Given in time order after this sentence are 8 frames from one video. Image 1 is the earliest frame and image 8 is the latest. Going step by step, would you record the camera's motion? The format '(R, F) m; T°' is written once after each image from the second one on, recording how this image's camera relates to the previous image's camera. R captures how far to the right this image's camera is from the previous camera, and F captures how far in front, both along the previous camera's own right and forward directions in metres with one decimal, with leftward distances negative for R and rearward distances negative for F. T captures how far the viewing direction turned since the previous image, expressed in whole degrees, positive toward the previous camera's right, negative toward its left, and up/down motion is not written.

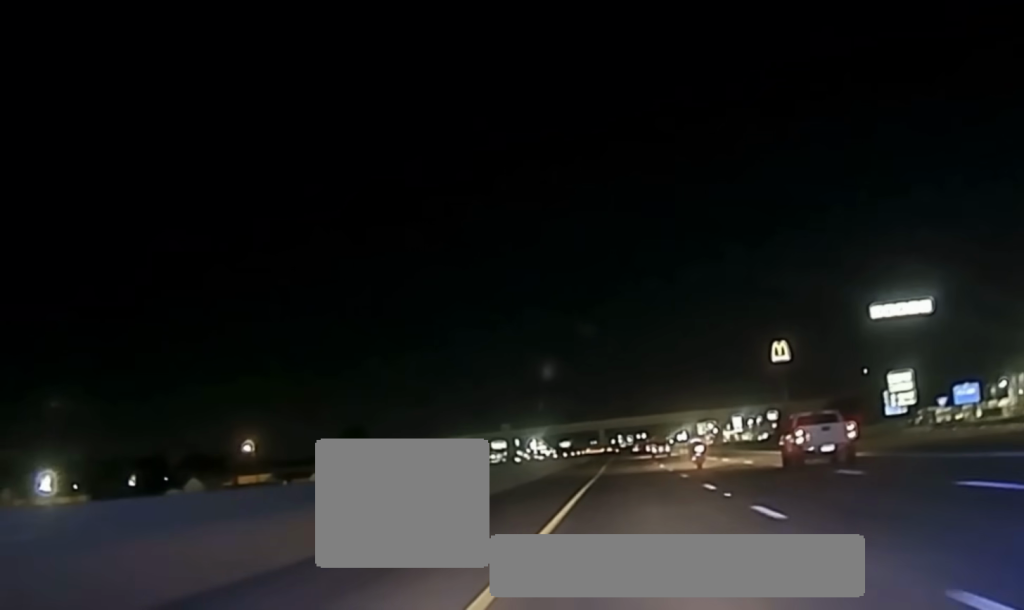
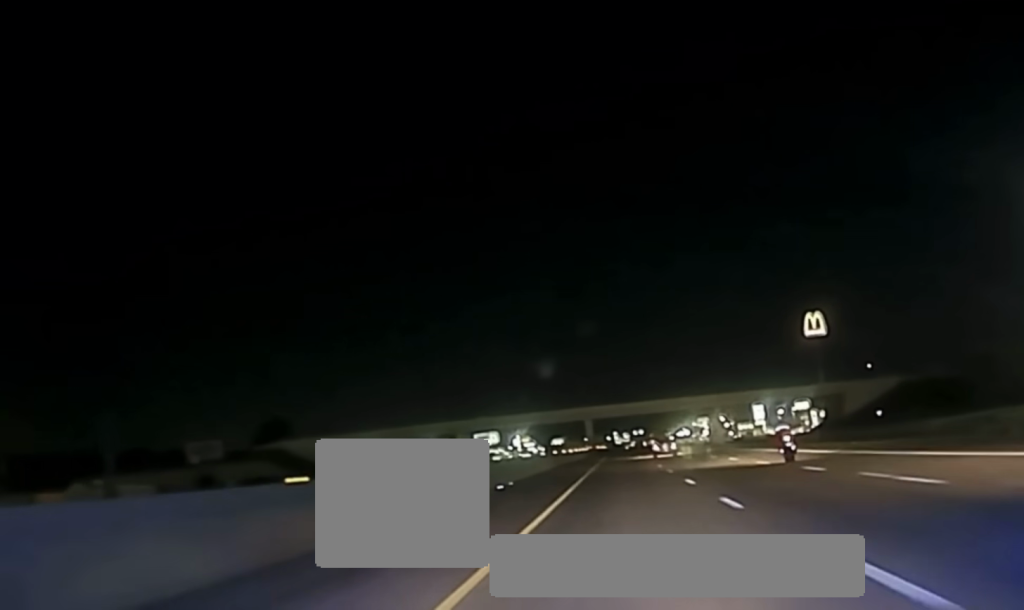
(+0.4, +79.4) m; 0°
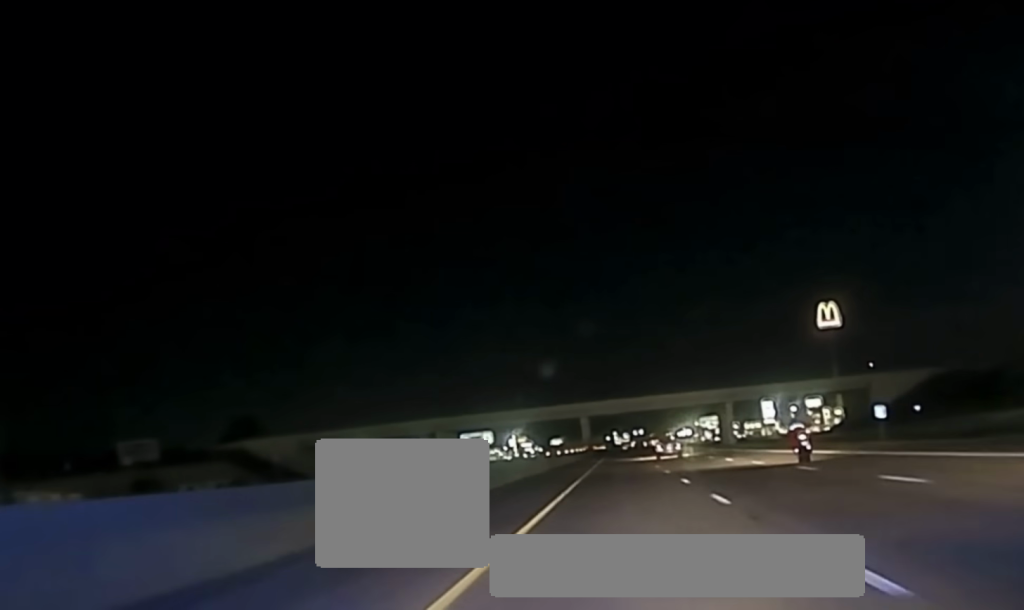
(0.0, +24.0) m; 0°
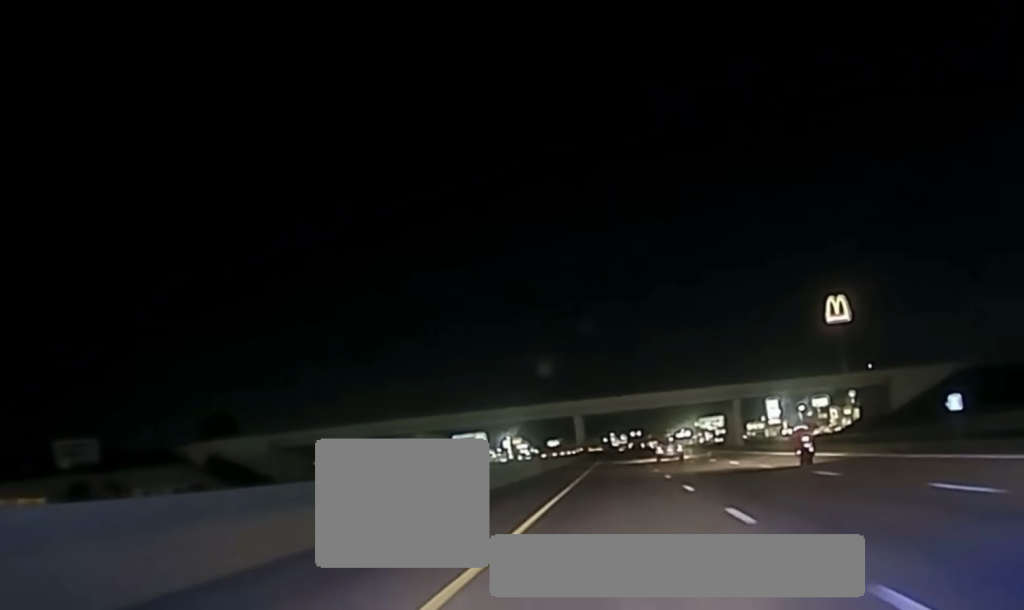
(-0.1, +17.7) m; 0°
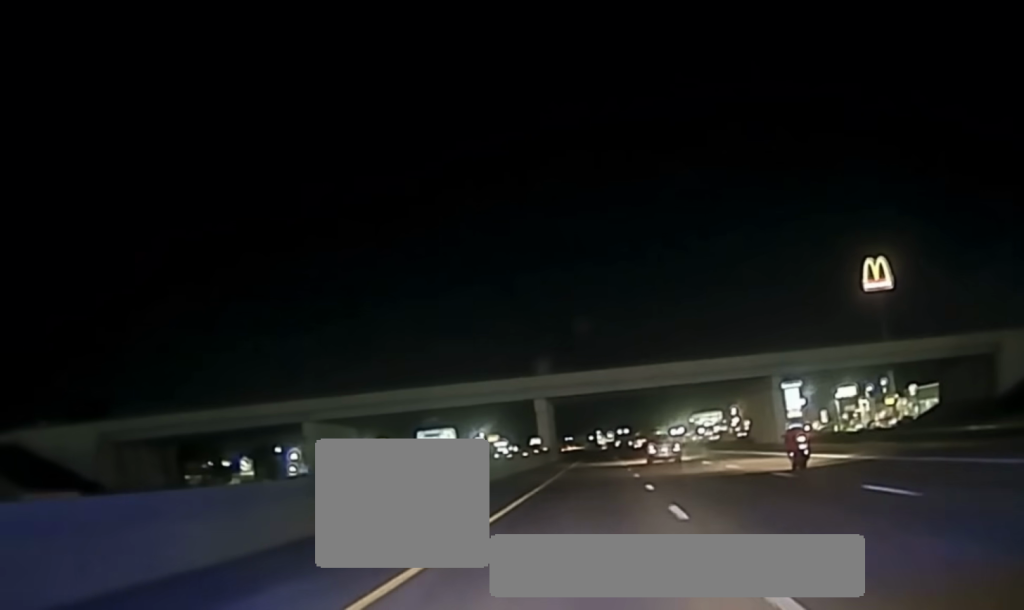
(+0.1, +57.1) m; +1°
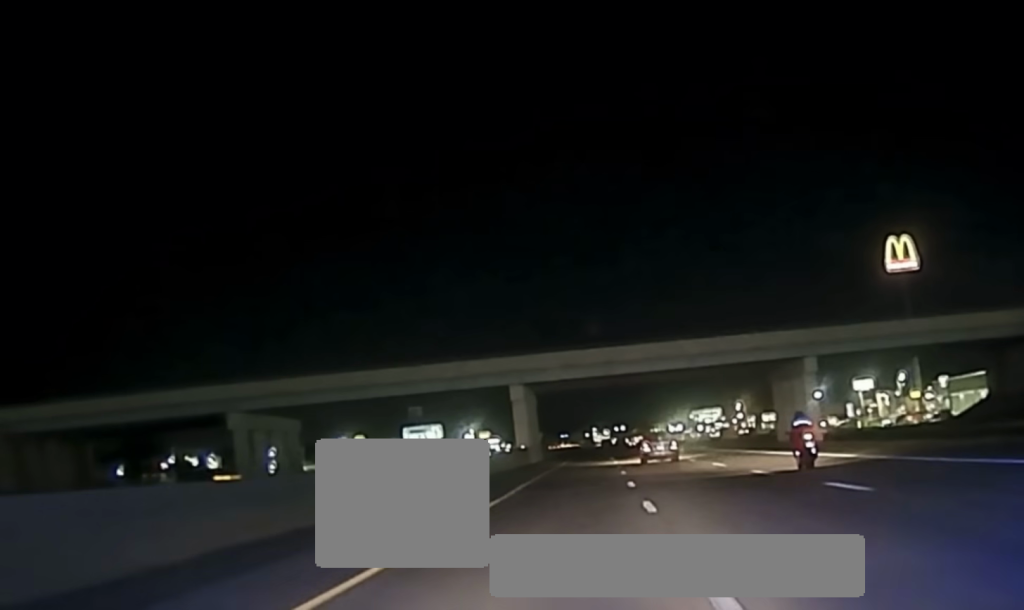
(+0.2, +20.7) m; 0°
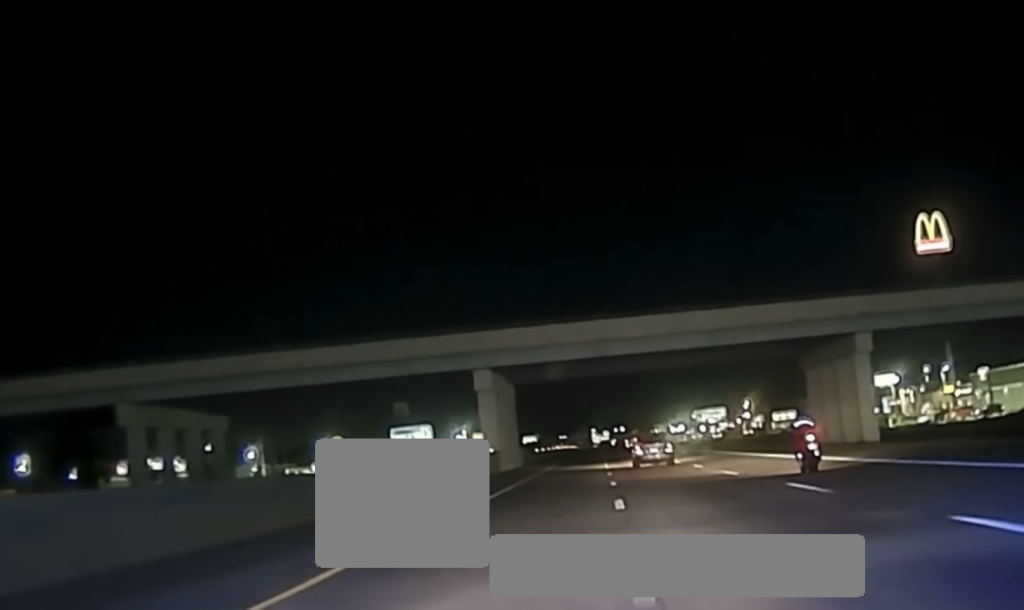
(+0.1, +21.4) m; 0°
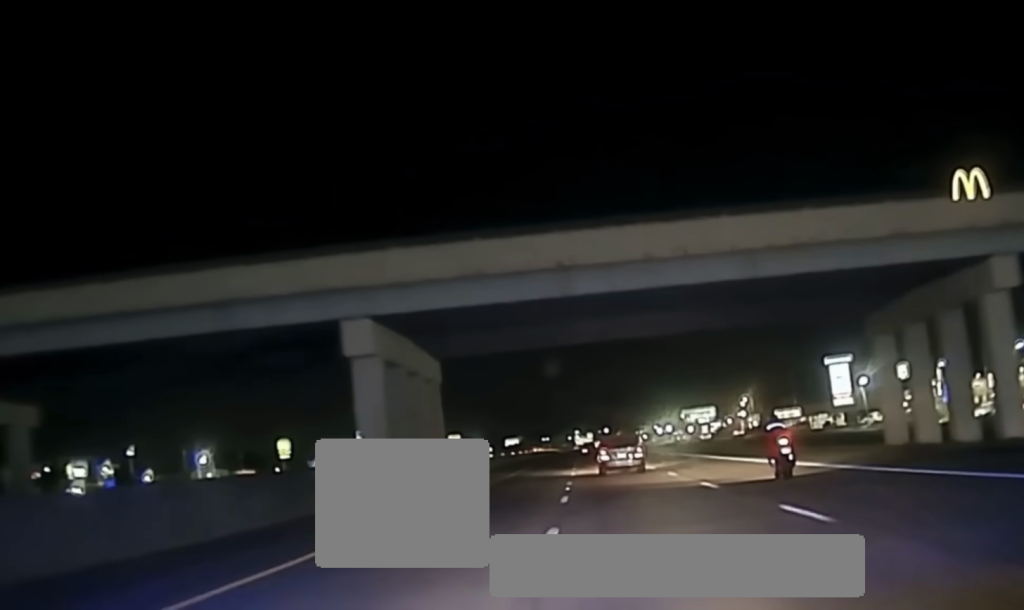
(0.0, +30.1) m; 0°
